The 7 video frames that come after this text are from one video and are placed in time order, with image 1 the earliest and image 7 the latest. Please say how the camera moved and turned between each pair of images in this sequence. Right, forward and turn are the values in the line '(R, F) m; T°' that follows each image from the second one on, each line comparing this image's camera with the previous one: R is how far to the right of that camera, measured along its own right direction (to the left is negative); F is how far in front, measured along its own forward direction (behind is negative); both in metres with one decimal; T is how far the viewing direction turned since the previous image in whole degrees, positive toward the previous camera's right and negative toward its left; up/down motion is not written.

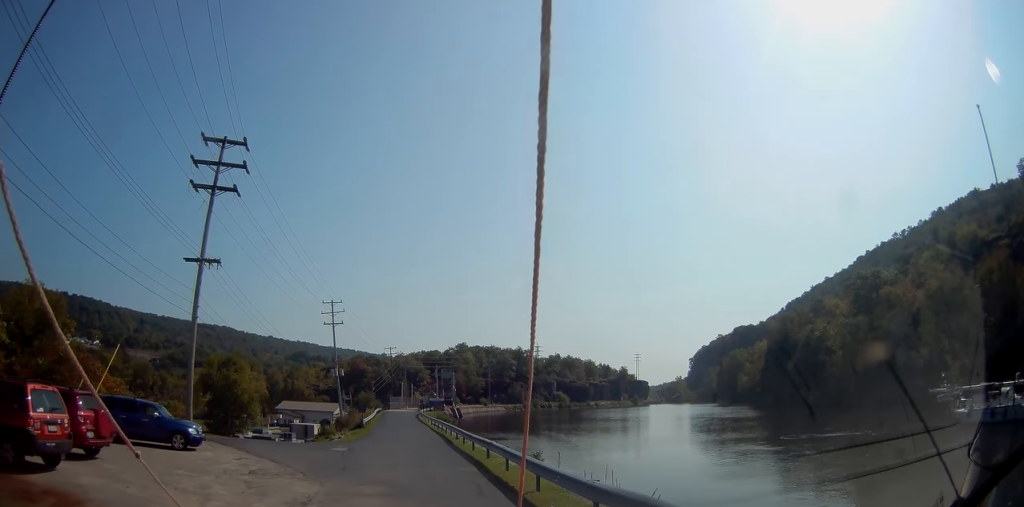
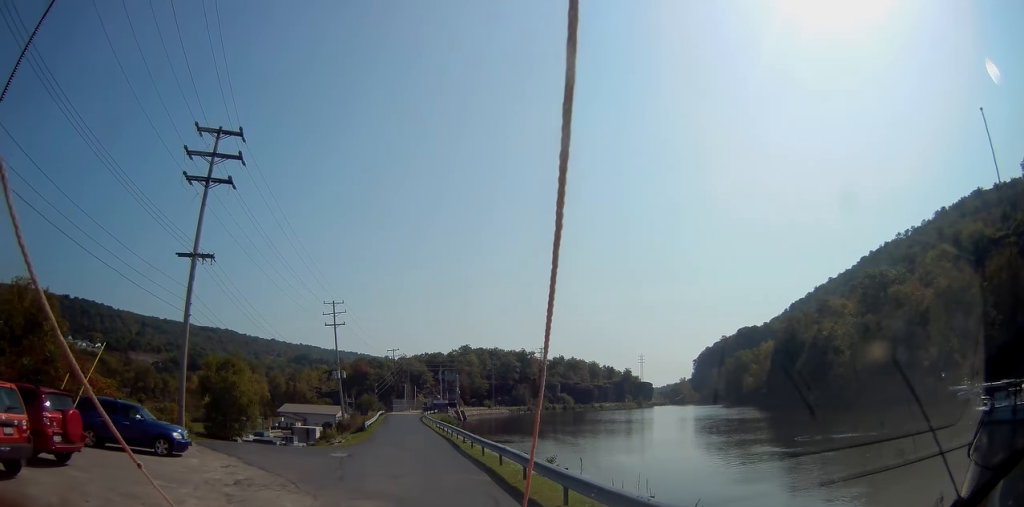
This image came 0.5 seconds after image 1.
(0.0, +1.7) m; 0°
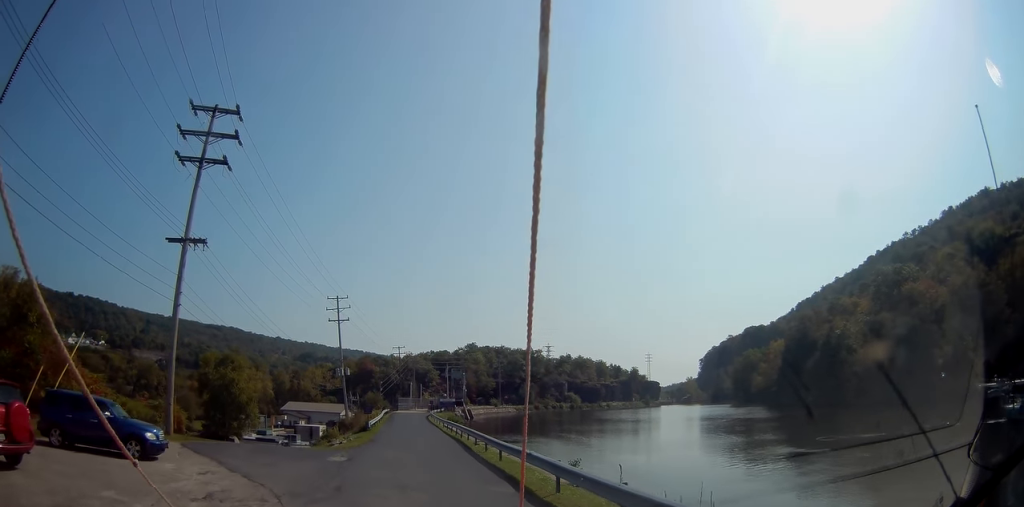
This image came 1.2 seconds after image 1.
(0.0, +2.3) m; -1°
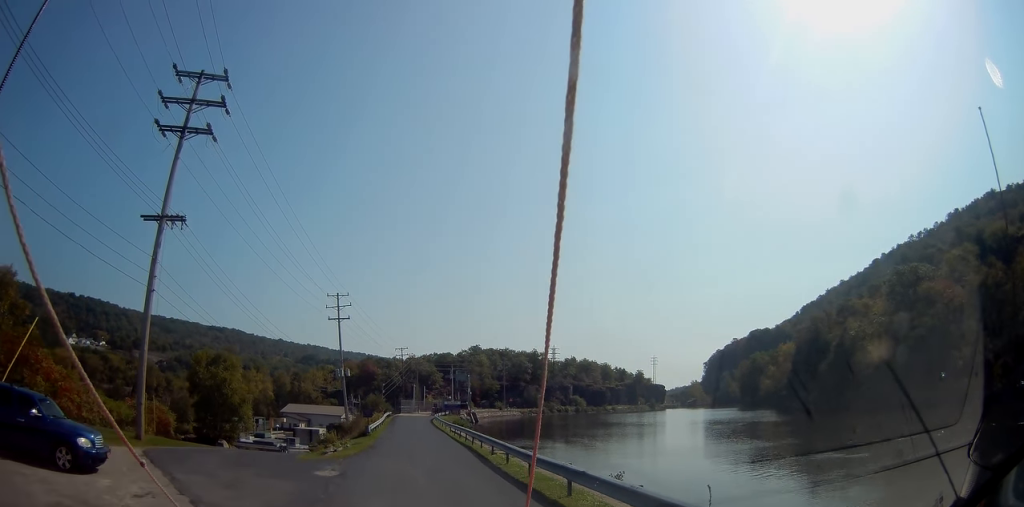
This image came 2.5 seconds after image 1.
(0.0, +3.8) m; -7°
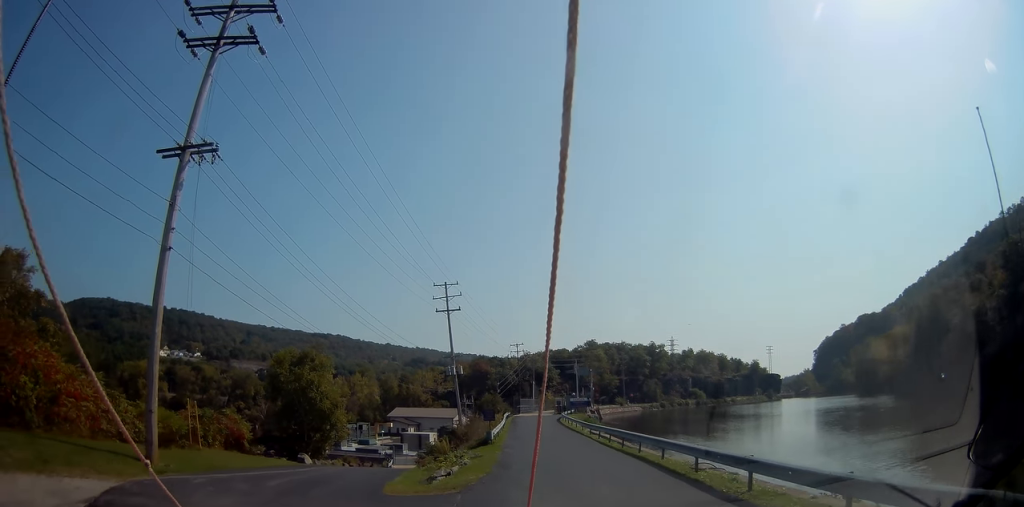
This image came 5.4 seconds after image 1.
(-1.5, +8.2) m; -18°
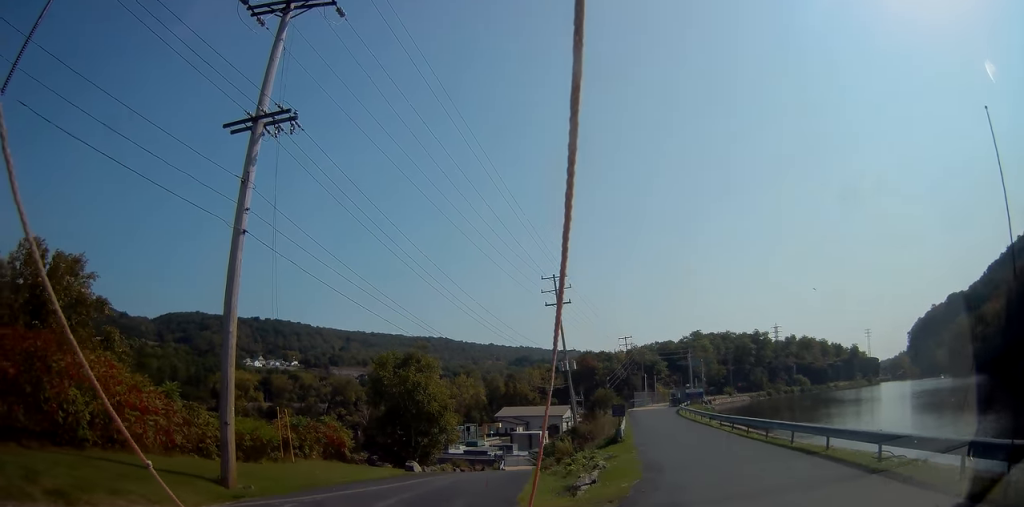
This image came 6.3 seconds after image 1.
(-0.2, +2.8) m; -14°
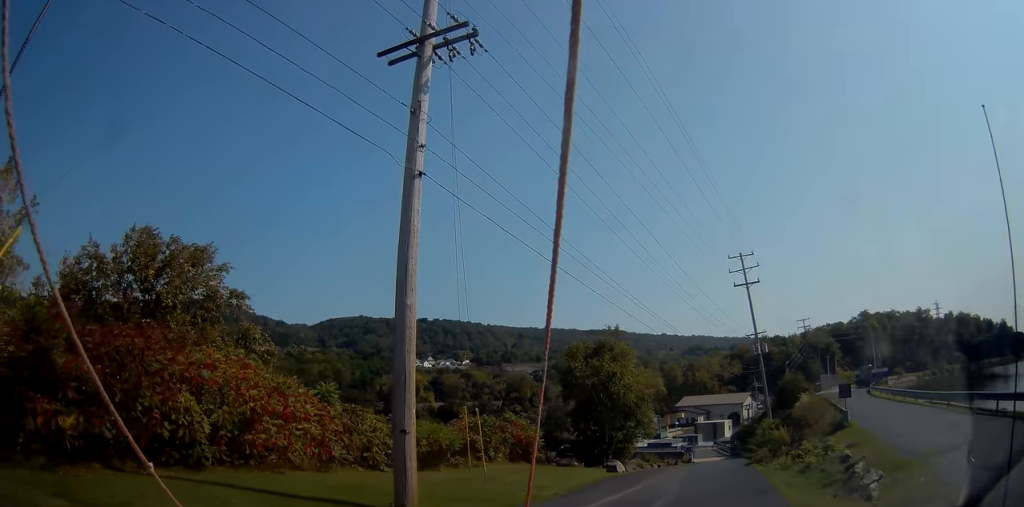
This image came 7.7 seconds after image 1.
(-1.0, +3.9) m; -20°
